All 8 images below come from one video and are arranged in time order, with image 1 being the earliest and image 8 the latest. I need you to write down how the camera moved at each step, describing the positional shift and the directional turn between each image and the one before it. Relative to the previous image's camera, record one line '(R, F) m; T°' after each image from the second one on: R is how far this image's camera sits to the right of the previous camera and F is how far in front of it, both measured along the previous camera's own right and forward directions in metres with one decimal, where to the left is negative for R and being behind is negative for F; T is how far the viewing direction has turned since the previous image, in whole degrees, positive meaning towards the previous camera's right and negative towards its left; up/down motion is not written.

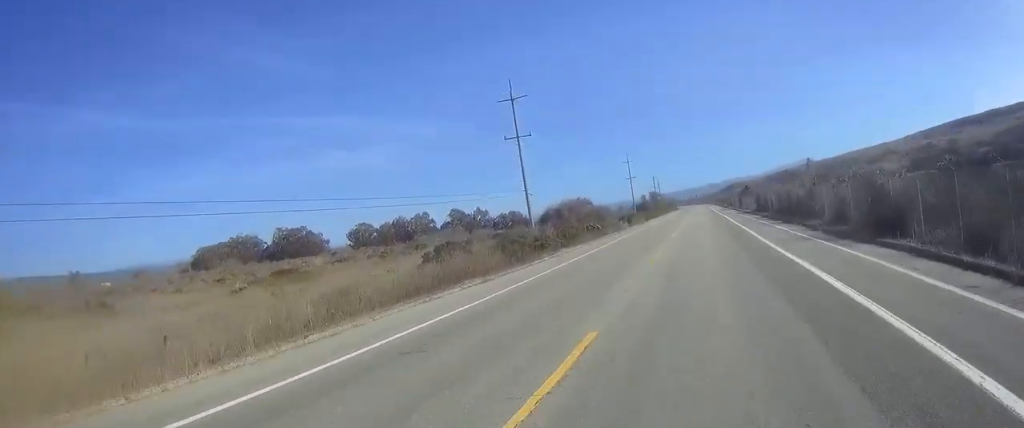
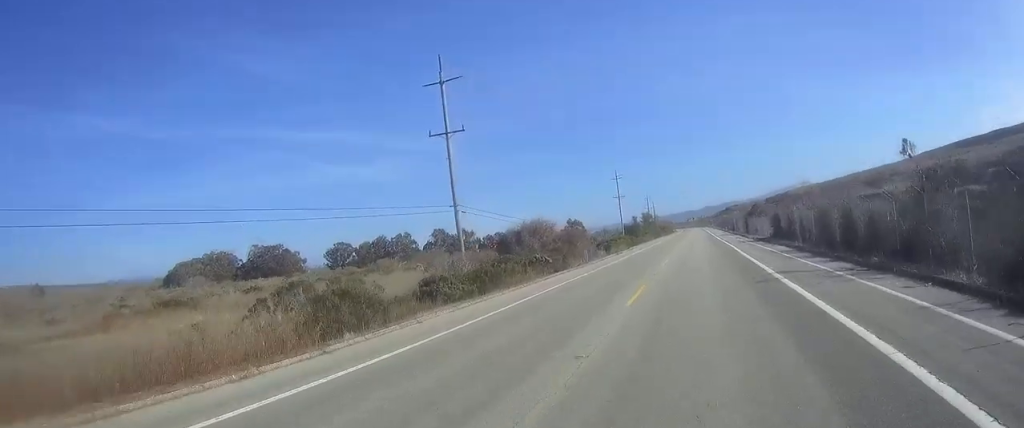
(0.0, +18.6) m; 0°
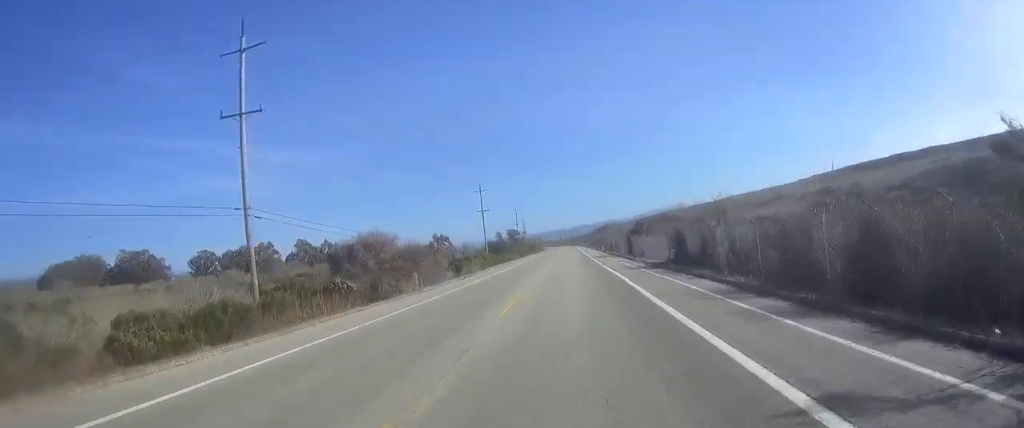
(0.0, +12.9) m; +1°
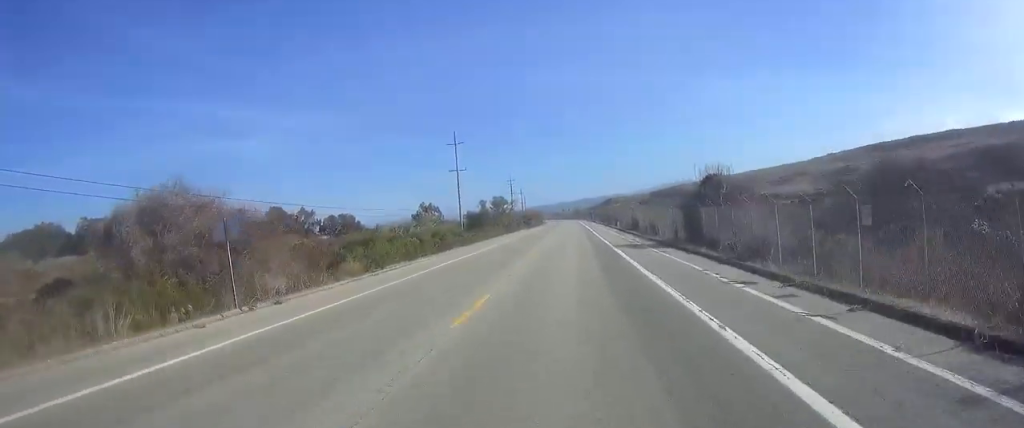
(+0.9, +34.7) m; +1°
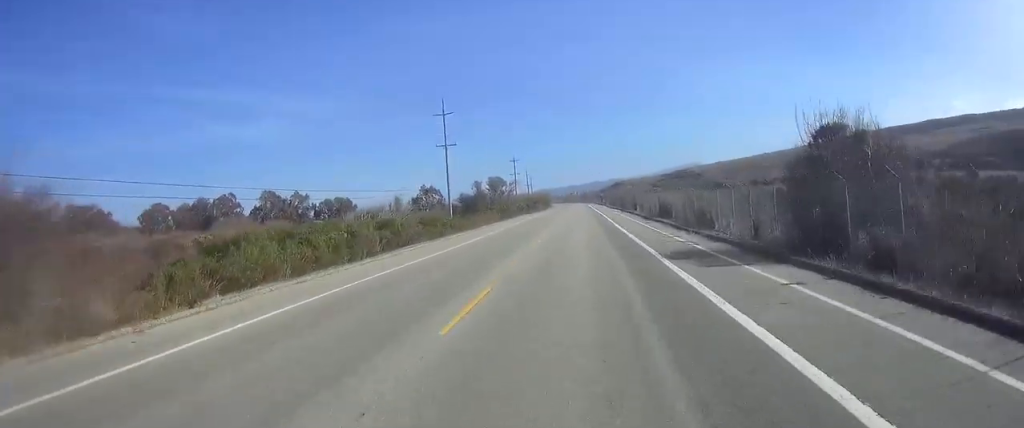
(-0.4, +16.2) m; -1°
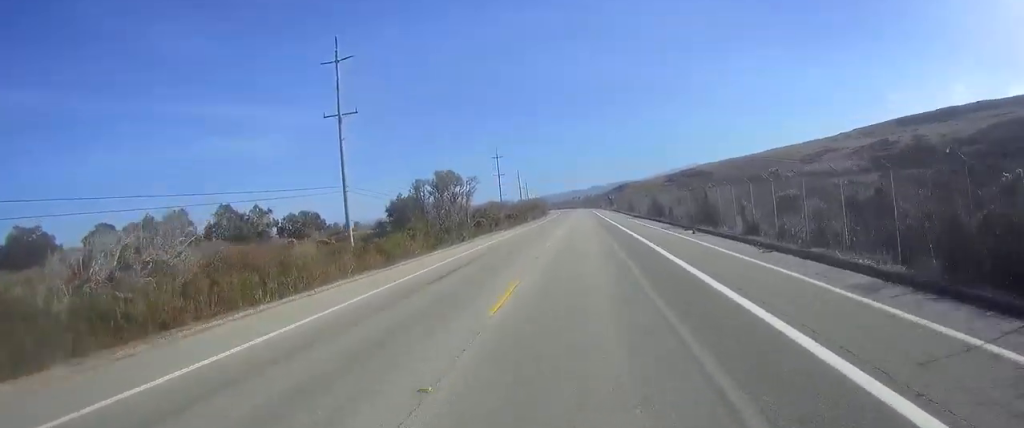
(-0.4, +41.1) m; -1°
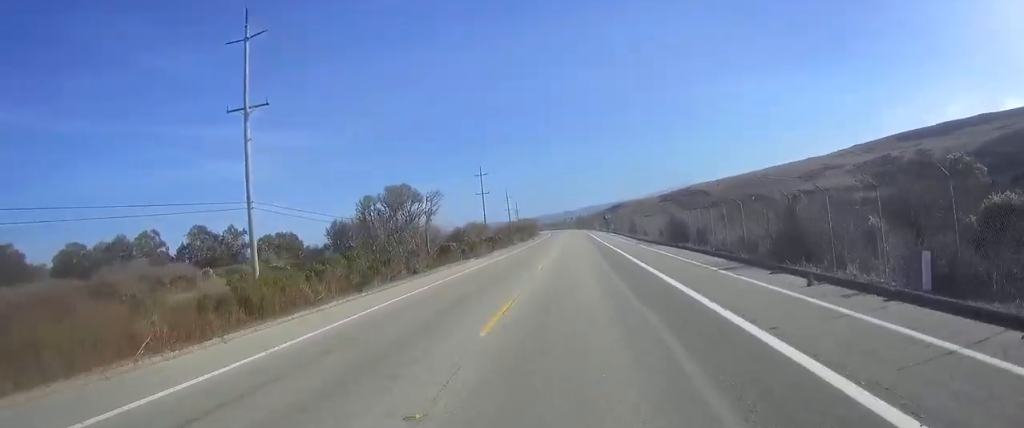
(-0.1, +14.6) m; 0°
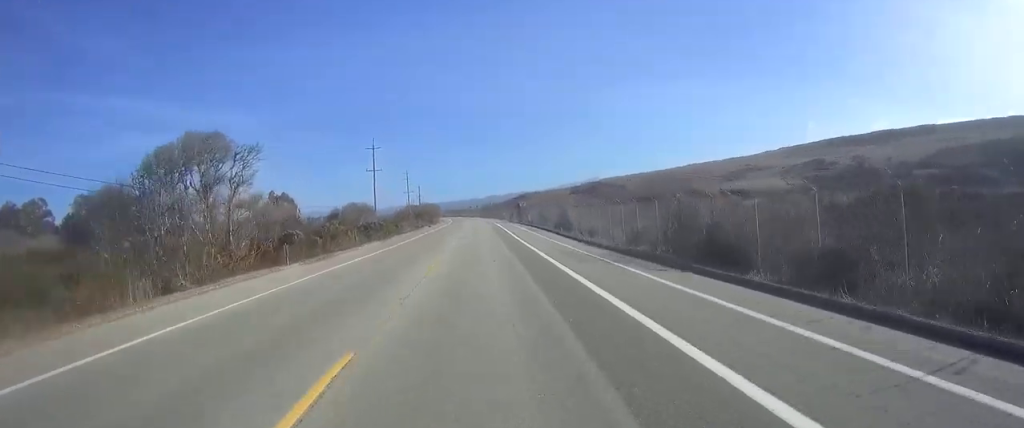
(+0.1, +21.8) m; 0°
